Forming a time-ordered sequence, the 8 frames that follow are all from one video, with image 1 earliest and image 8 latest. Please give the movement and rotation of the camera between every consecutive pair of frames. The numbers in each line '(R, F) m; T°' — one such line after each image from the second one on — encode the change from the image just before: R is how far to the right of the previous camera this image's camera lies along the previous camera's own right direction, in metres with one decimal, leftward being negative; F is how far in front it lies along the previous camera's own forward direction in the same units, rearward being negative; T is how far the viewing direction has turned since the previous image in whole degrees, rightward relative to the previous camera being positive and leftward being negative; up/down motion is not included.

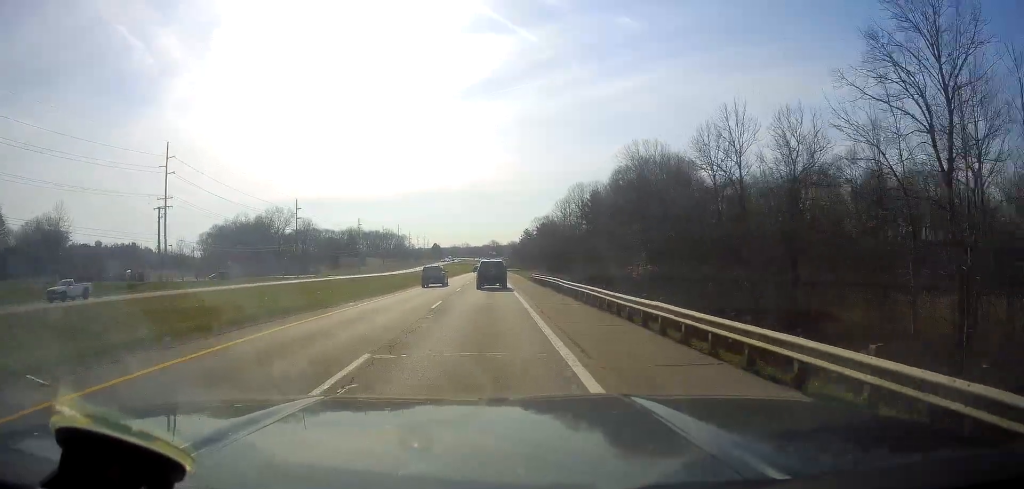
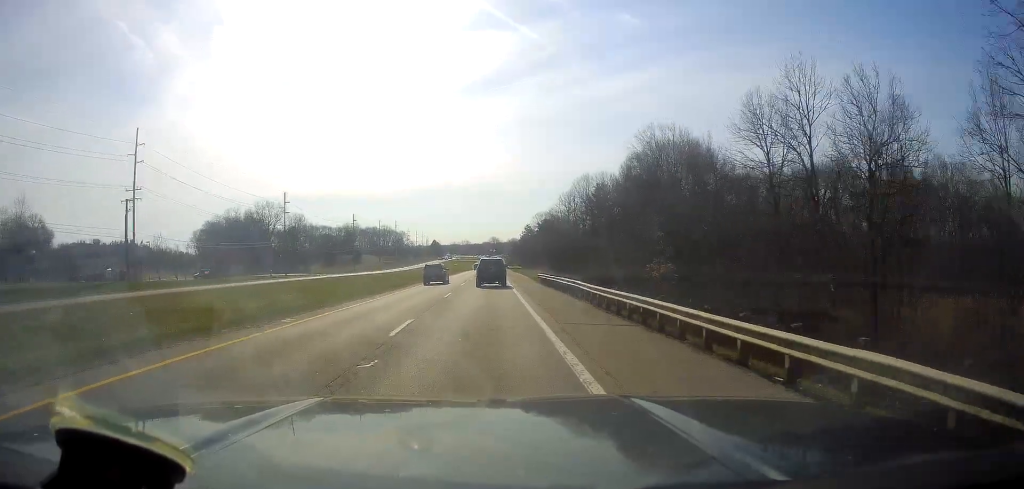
(+0.1, +9.3) m; 0°
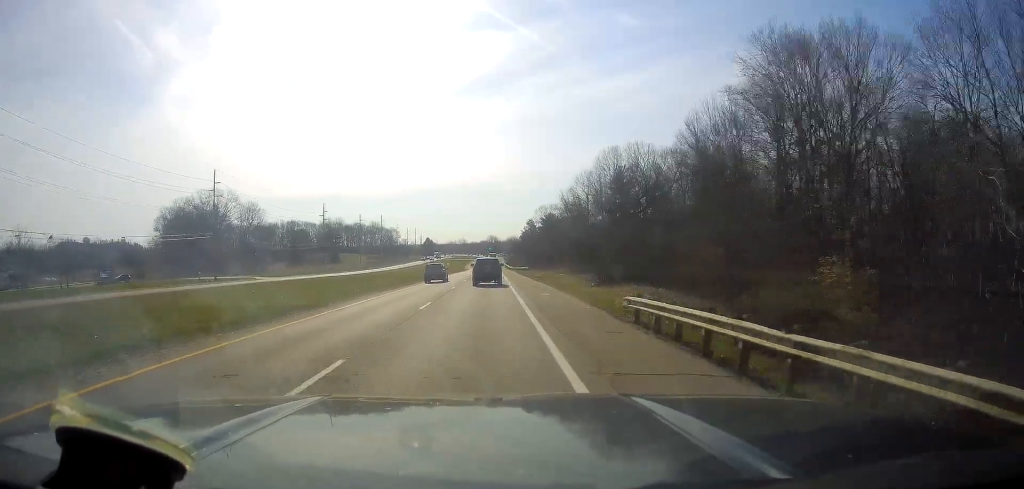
(-0.1, +38.0) m; 0°
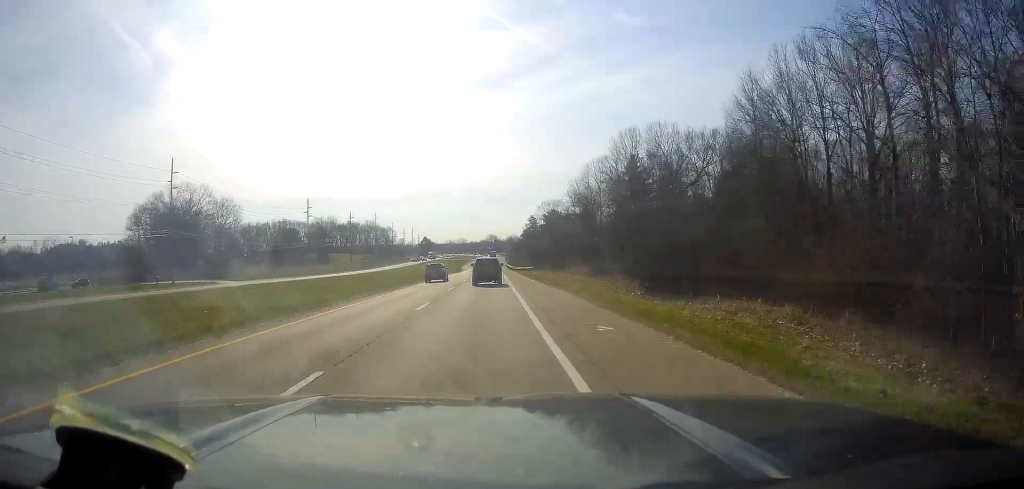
(0.0, +15.8) m; 0°
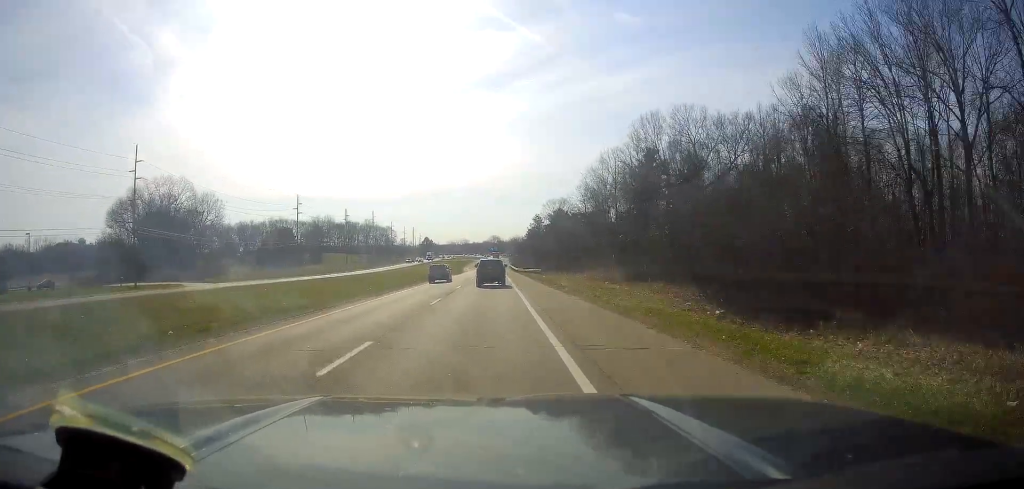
(-0.1, +11.9) m; 0°
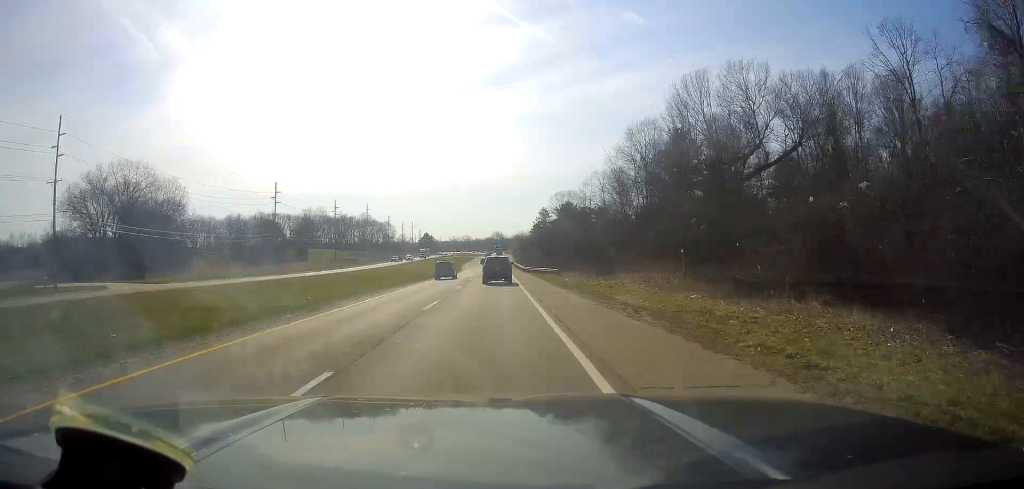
(0.0, +19.0) m; 0°
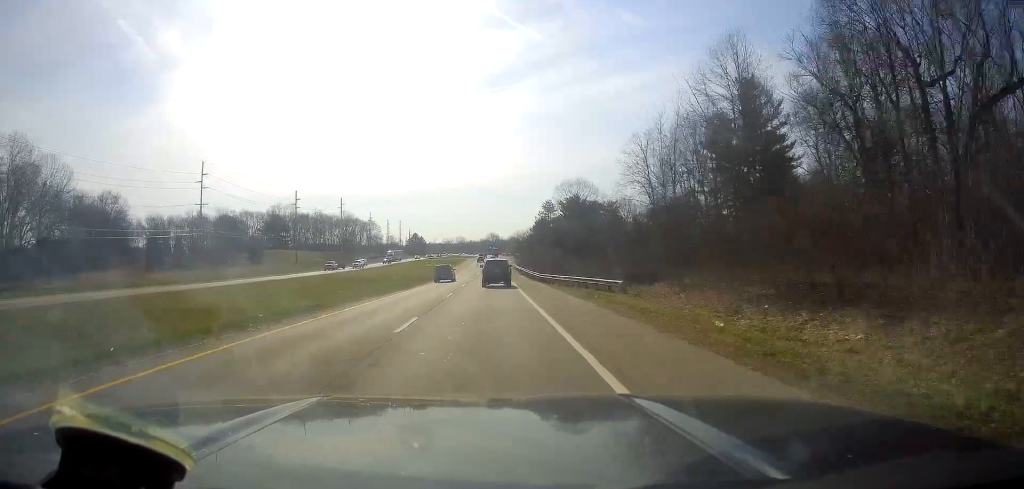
(+0.3, +36.4) m; 0°
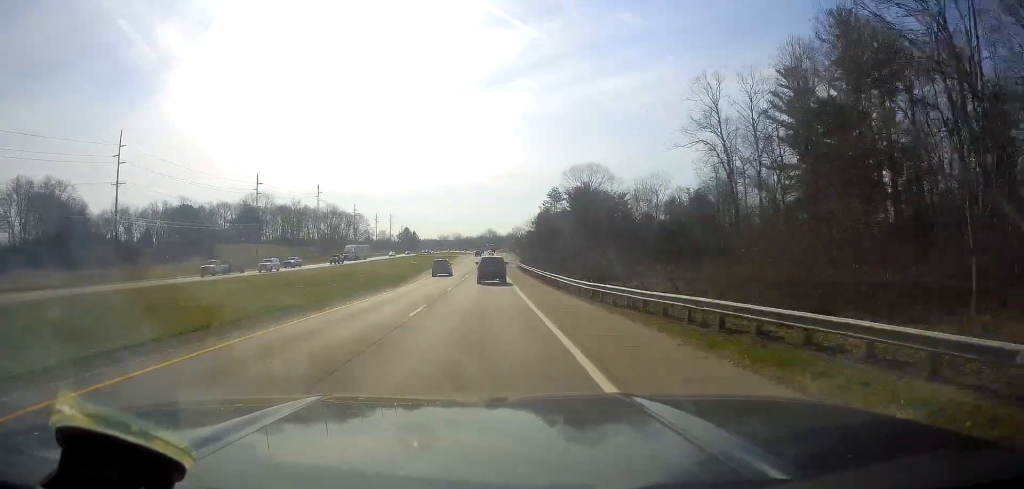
(-0.1, +26.9) m; 0°
